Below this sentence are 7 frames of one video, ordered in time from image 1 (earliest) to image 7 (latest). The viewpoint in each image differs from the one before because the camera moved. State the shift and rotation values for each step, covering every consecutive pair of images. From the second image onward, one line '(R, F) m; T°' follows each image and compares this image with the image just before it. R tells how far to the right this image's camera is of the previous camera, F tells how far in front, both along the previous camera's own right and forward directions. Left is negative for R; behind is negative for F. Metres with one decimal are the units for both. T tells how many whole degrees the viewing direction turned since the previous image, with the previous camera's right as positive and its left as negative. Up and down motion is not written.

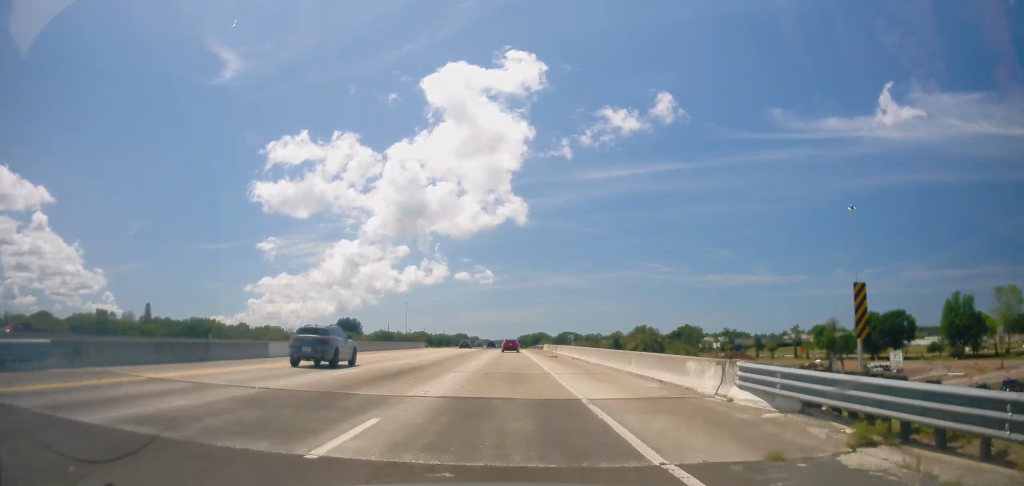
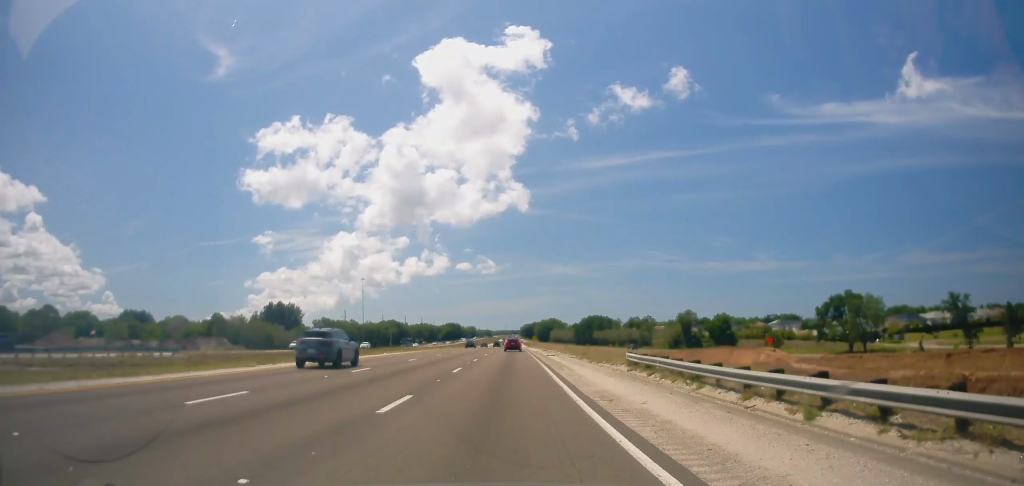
(-1.7, +138.7) m; -1°
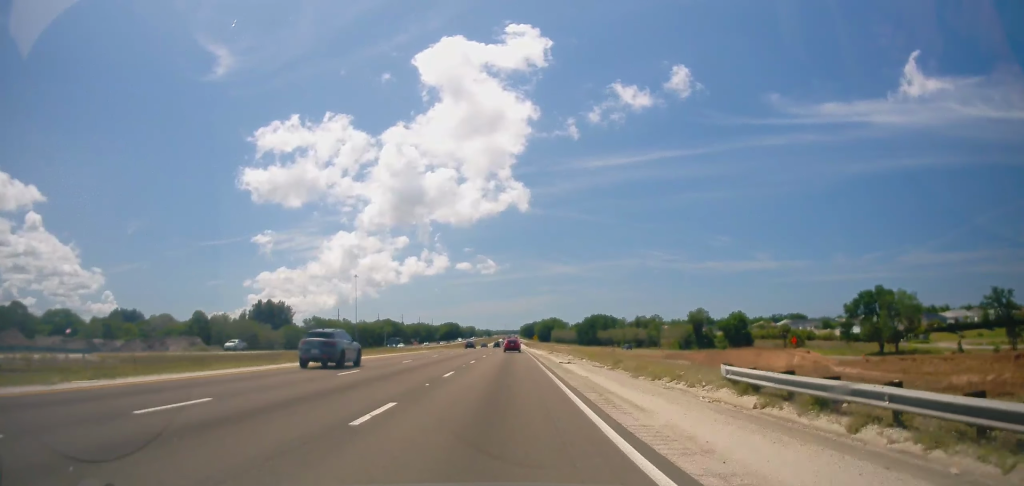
(-0.1, +13.9) m; 0°
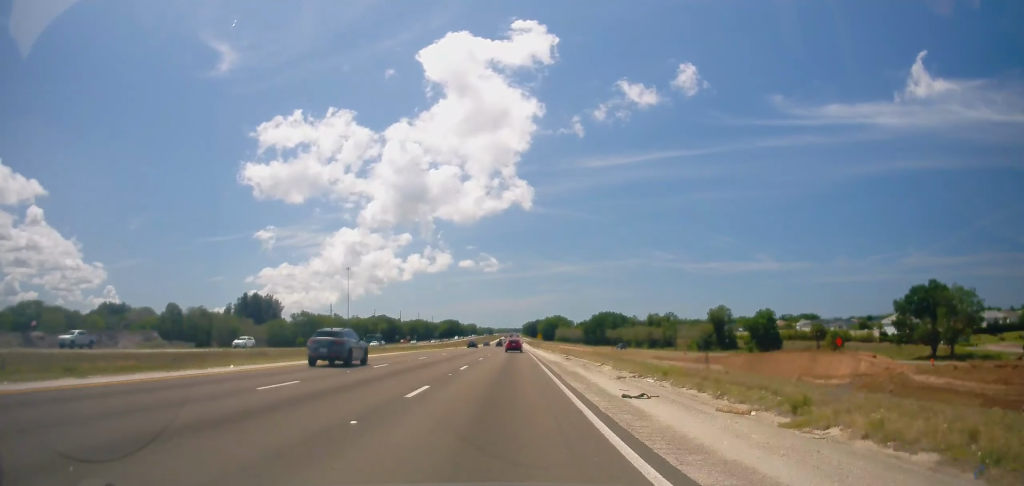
(-0.1, +19.2) m; 0°
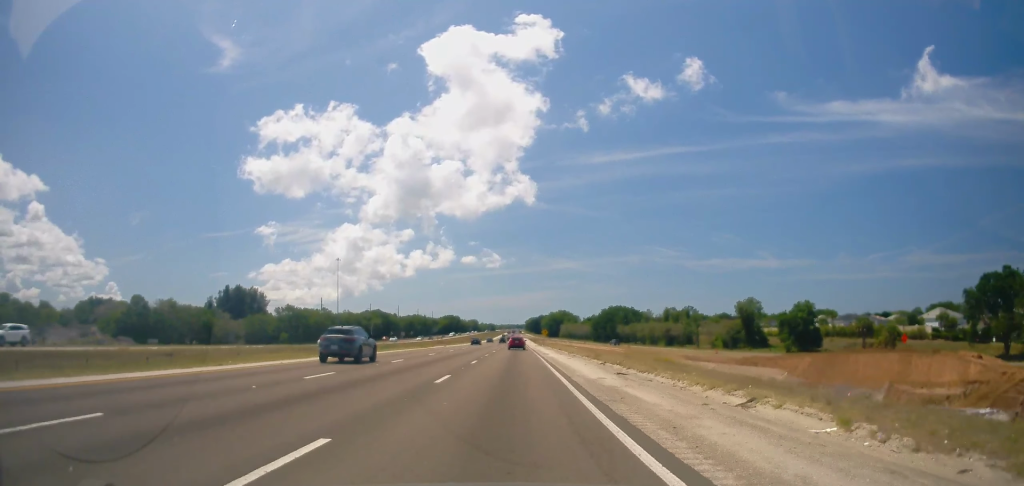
(+0.3, +21.3) m; 0°
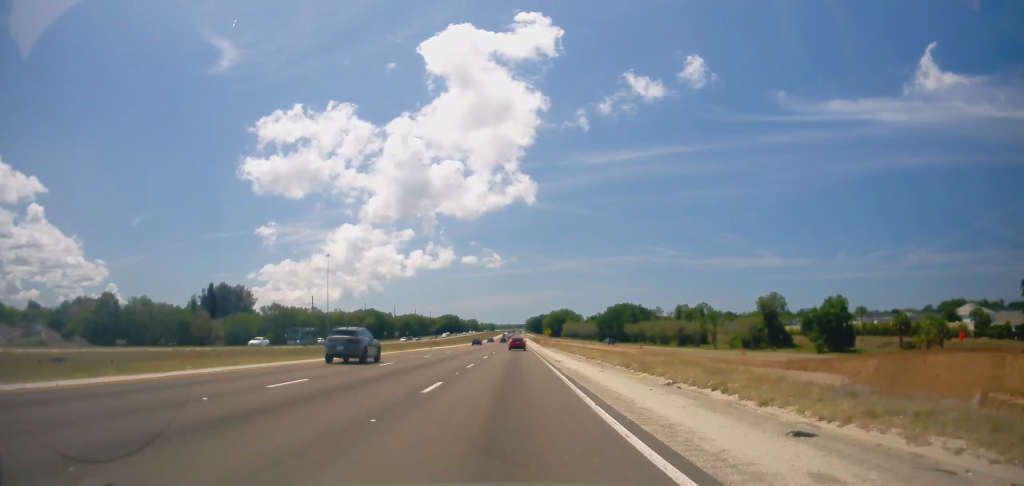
(-0.1, +14.8) m; 0°
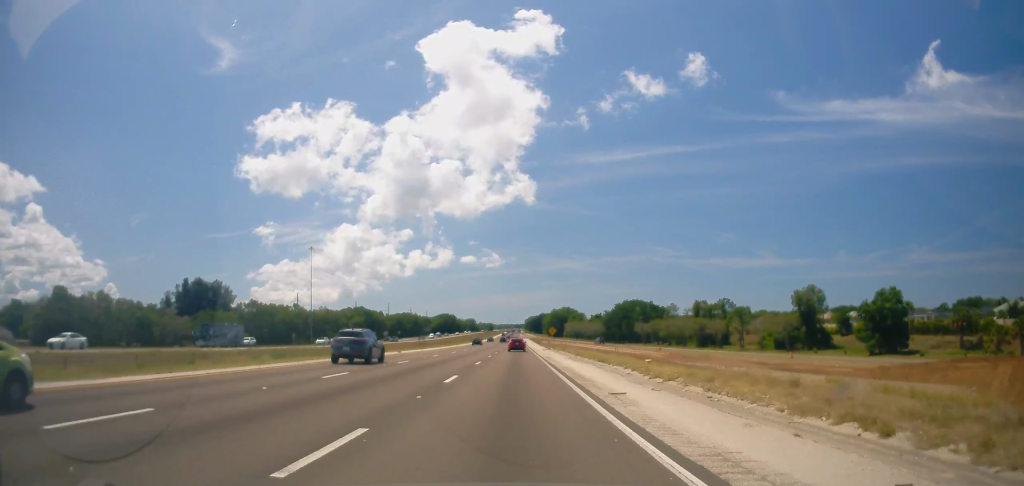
(-0.2, +20.0) m; -1°
